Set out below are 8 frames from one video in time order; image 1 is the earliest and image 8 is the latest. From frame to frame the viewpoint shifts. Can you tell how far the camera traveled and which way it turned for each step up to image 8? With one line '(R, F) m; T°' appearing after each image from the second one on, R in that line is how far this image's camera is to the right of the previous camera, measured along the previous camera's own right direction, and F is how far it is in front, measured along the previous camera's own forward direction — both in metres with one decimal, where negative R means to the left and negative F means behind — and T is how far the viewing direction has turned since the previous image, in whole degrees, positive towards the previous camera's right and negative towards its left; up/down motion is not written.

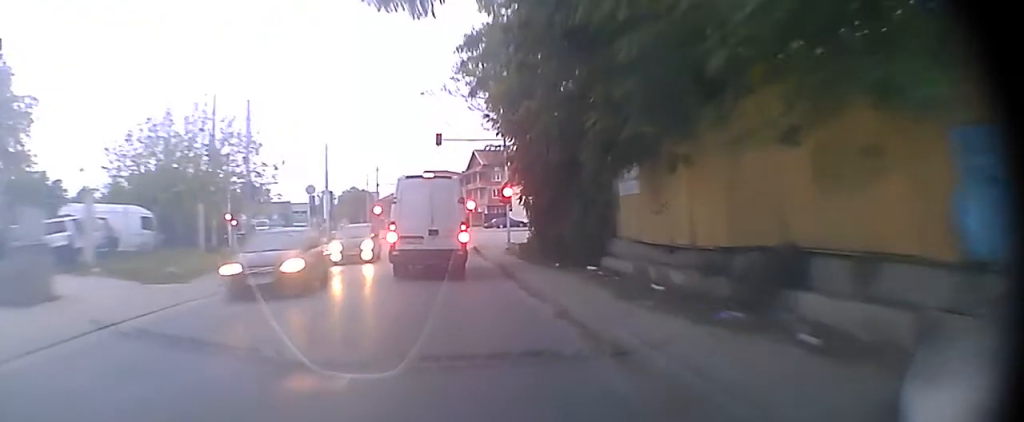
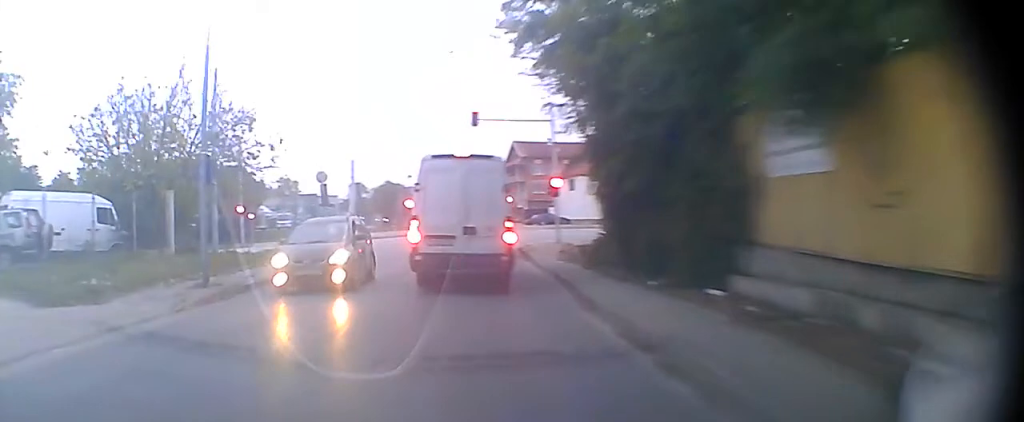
(0.0, +6.7) m; -2°
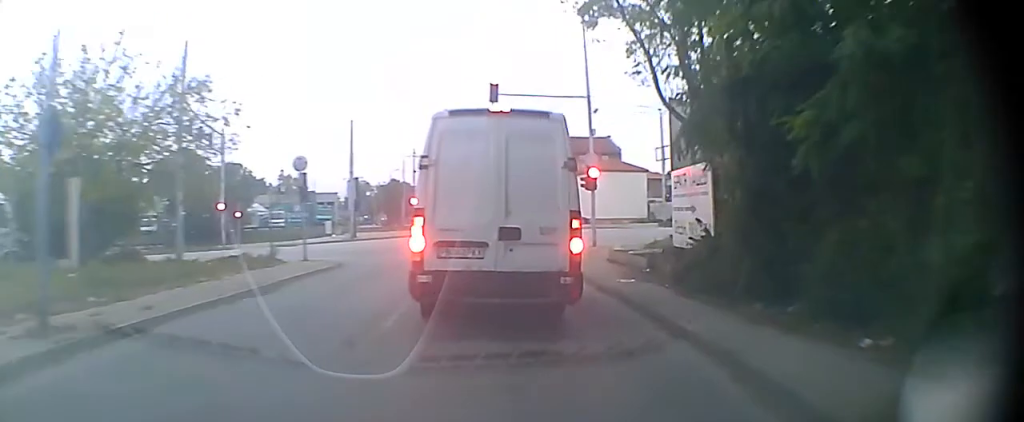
(-0.2, +7.3) m; -1°
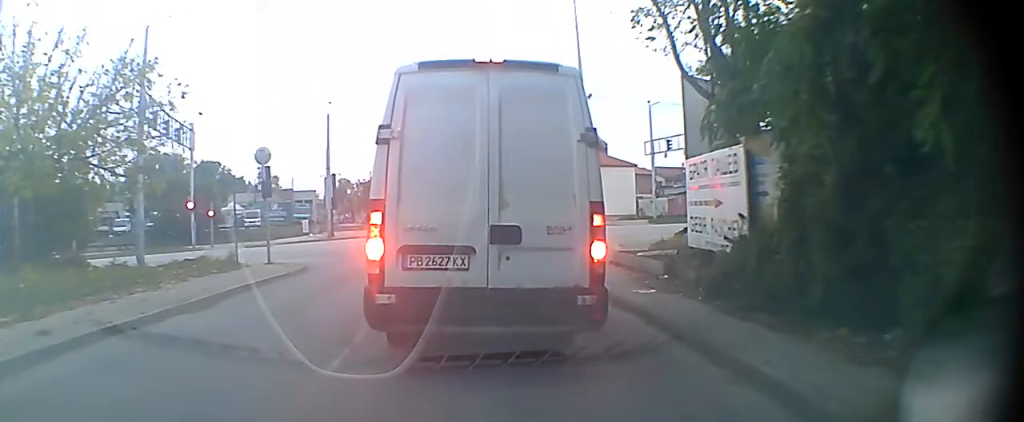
(0.0, +2.8) m; +1°
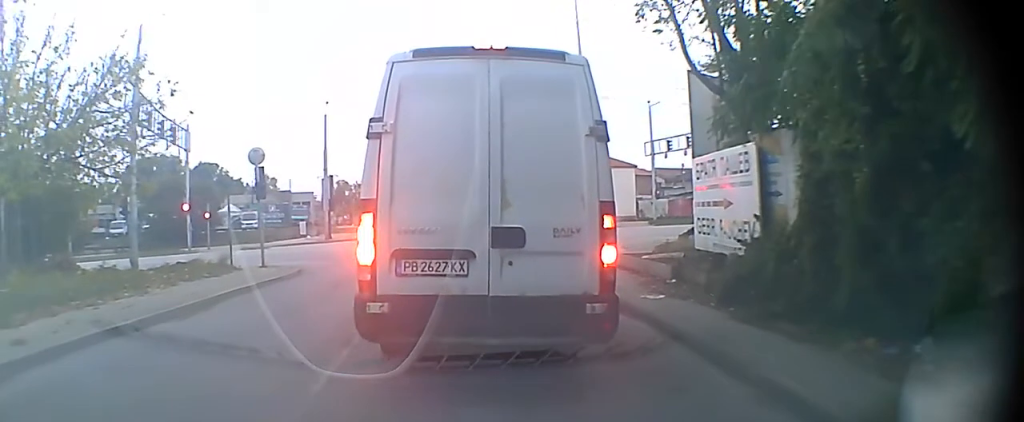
(0.0, +0.7) m; 0°
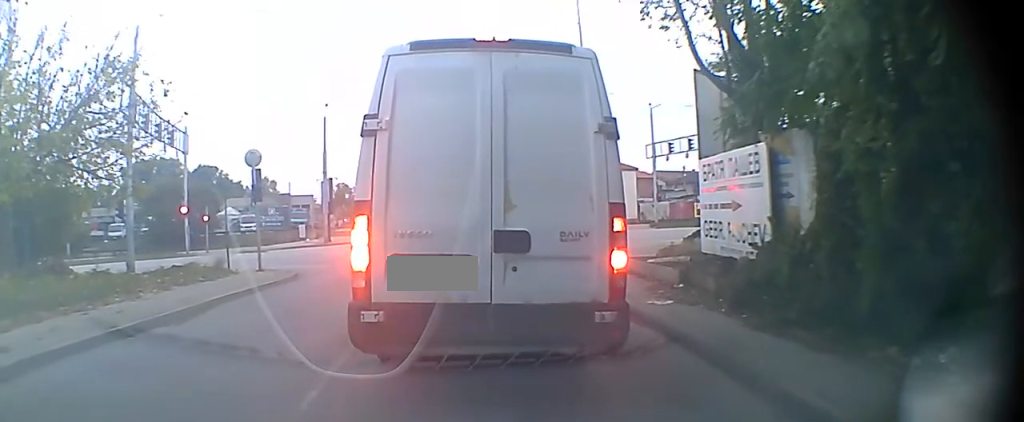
(0.0, +0.6) m; 0°
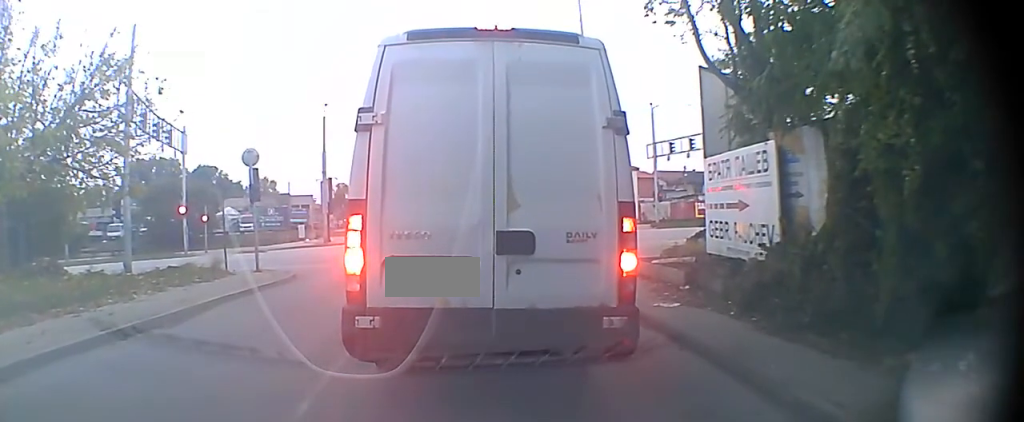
(0.0, -0.1) m; 0°
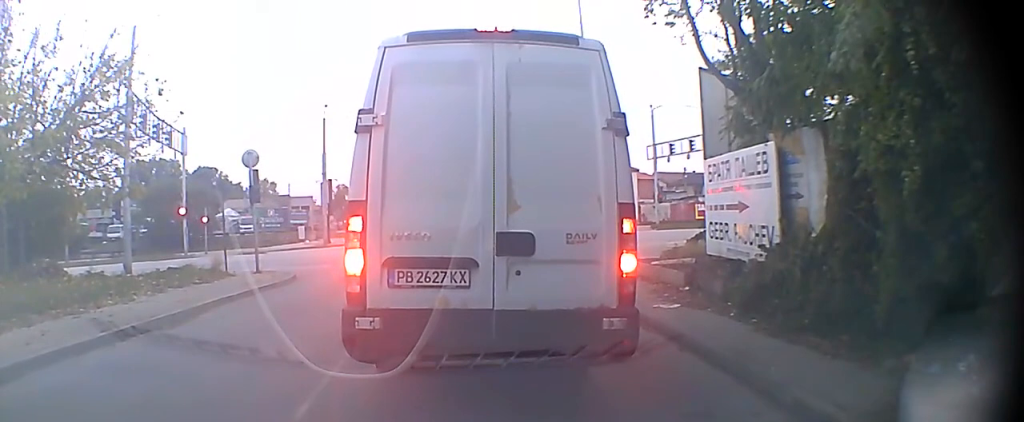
(0.0, -0.2) m; 0°
